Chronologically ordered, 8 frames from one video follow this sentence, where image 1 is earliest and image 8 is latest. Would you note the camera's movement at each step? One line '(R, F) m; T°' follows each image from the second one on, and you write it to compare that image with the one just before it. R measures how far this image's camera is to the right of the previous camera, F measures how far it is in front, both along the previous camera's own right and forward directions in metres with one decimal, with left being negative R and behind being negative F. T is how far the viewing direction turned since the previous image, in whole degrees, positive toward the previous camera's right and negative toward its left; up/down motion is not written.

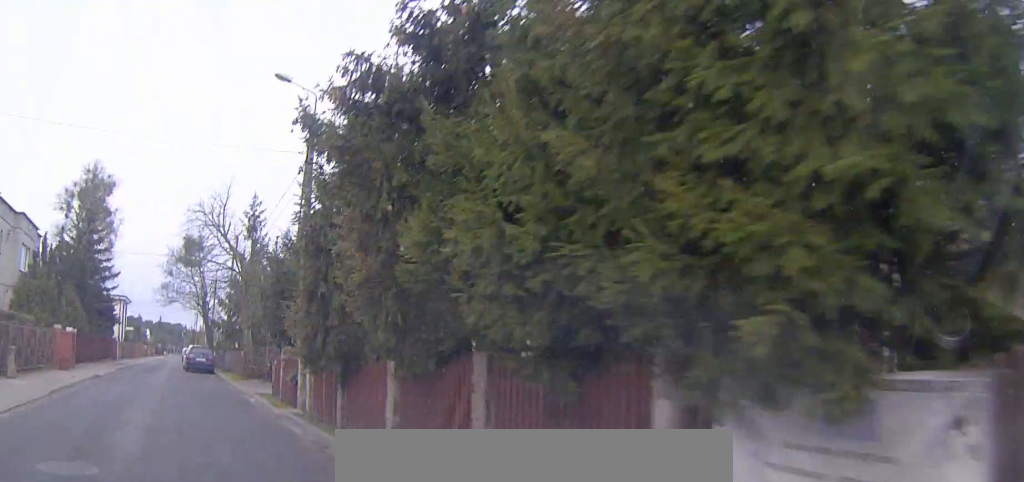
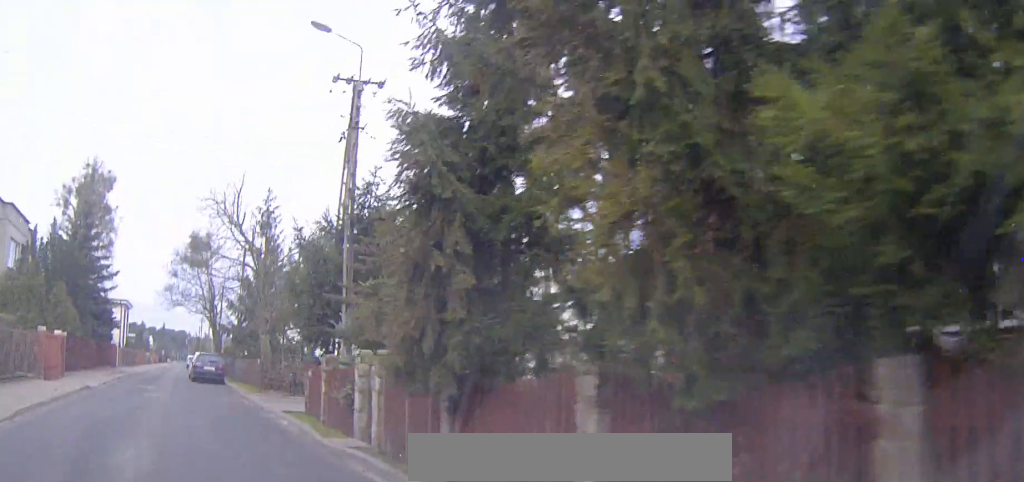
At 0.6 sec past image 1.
(0.0, +4.6) m; -1°
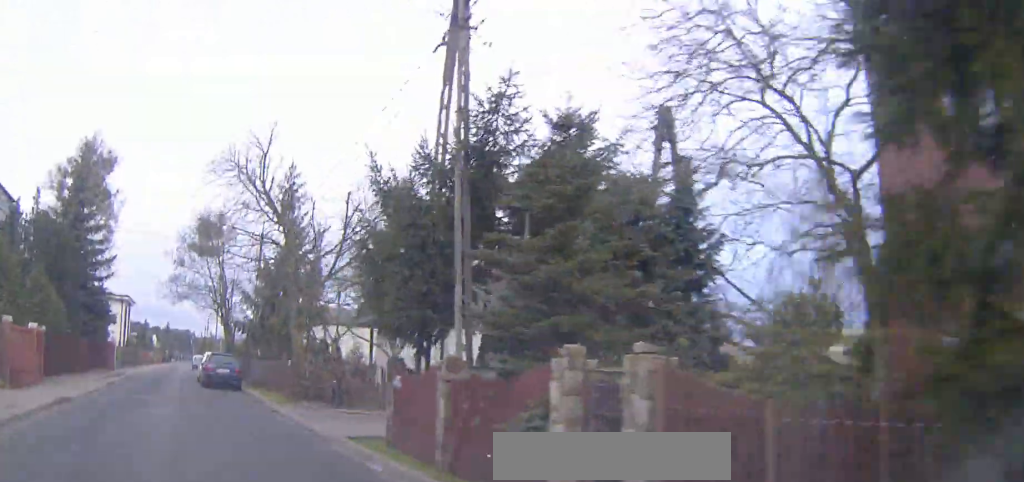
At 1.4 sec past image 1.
(0.0, +6.2) m; -1°
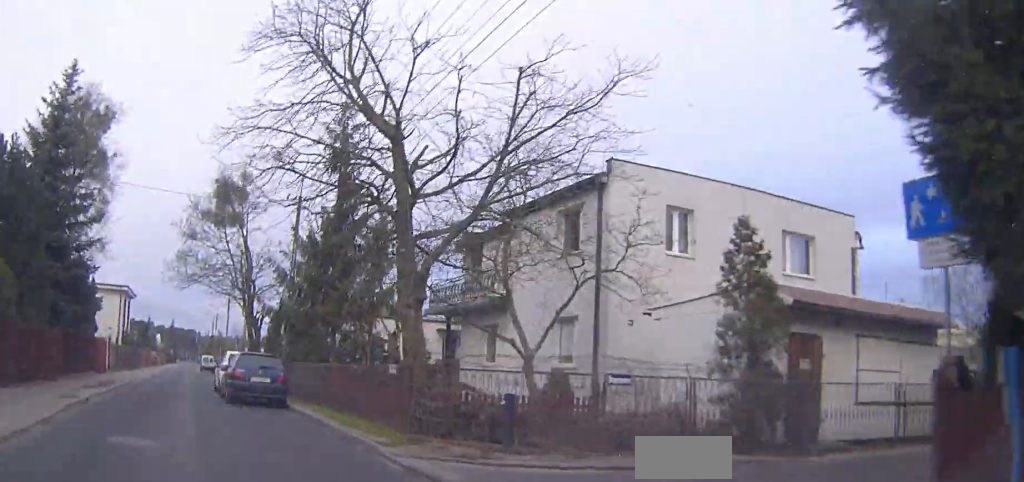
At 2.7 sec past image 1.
(-0.1, +10.2) m; 0°
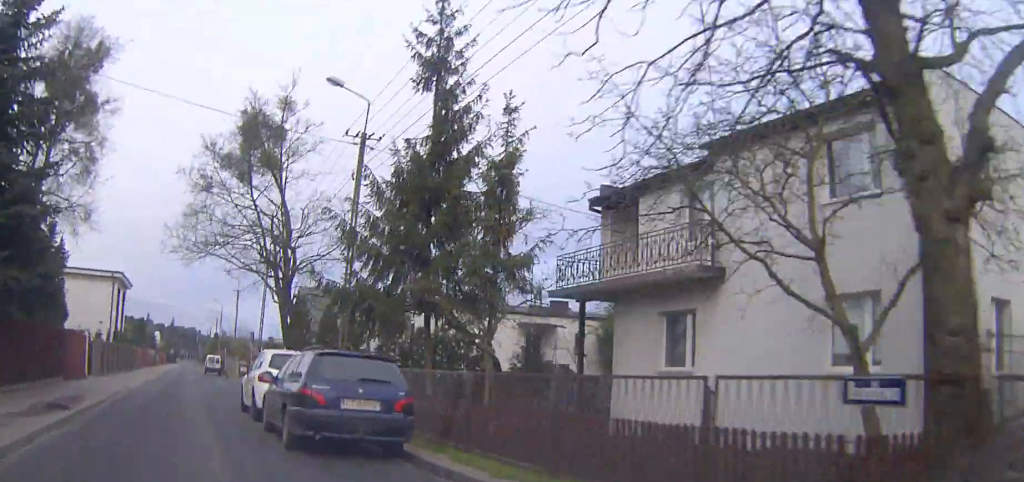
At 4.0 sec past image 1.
(0.0, +10.1) m; 0°
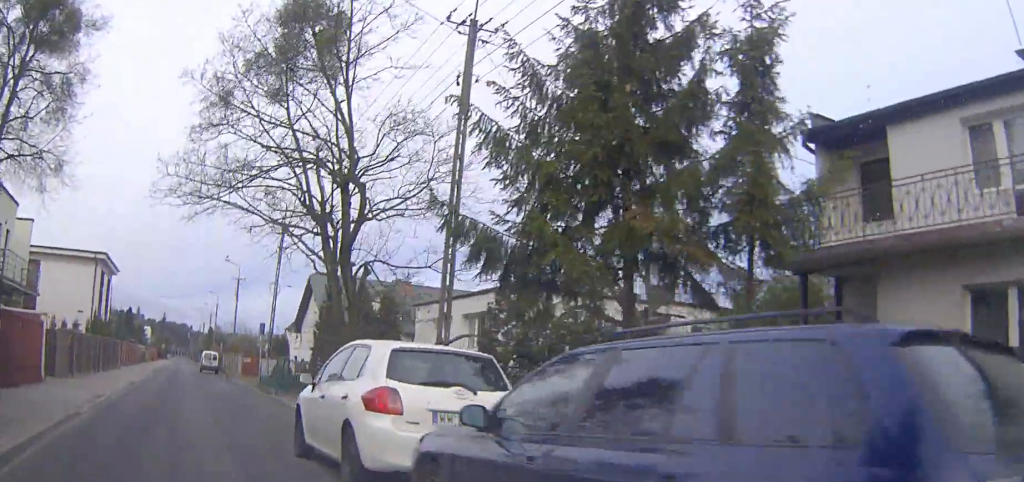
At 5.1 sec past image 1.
(0.0, +8.6) m; 0°
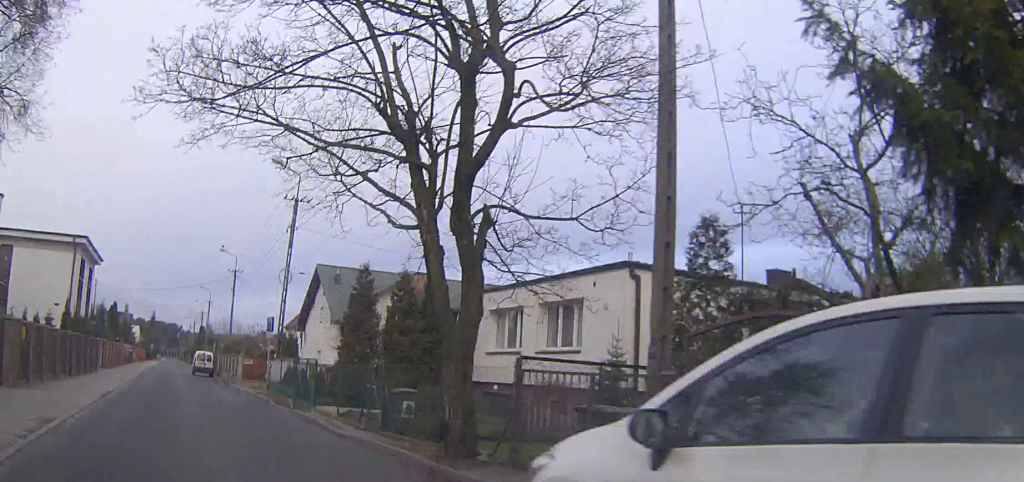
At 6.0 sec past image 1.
(0.0, +6.6) m; +1°
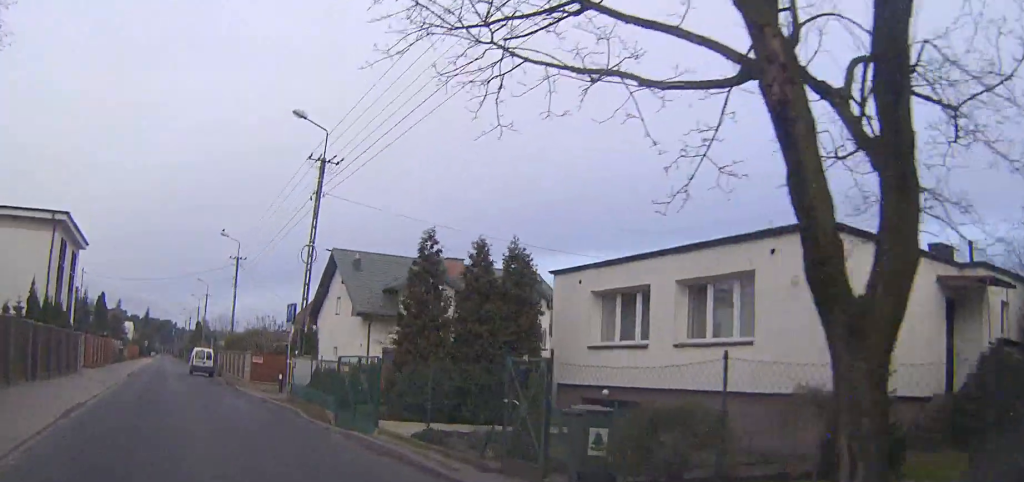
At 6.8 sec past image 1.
(0.0, +6.4) m; 0°
